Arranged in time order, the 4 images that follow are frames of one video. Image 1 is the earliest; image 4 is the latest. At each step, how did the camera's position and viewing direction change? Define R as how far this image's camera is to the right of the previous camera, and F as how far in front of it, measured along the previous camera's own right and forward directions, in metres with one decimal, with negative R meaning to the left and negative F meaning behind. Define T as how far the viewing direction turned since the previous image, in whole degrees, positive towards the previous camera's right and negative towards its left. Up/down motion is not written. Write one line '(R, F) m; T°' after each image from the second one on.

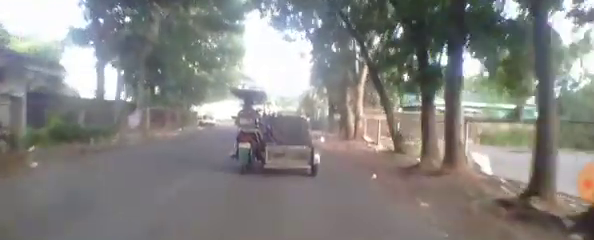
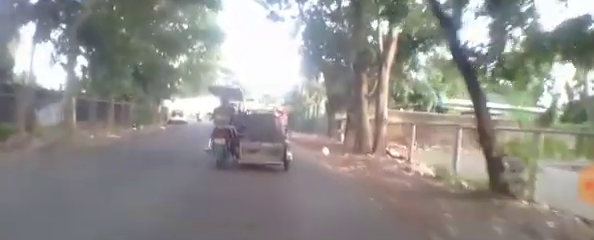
(+0.3, +5.8) m; +3°
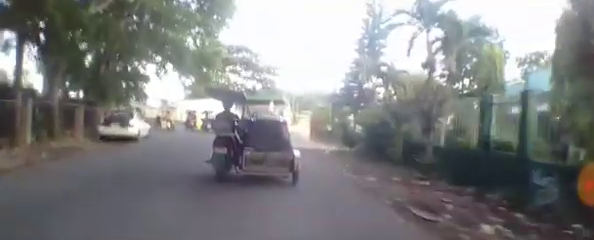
(-0.9, +17.5) m; -1°
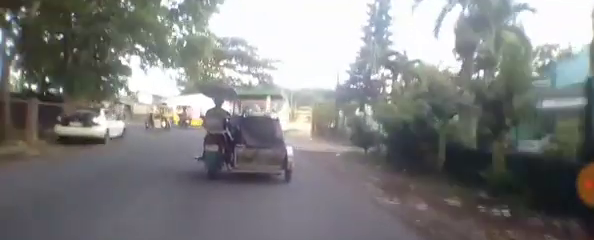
(0.0, +2.8) m; -1°
